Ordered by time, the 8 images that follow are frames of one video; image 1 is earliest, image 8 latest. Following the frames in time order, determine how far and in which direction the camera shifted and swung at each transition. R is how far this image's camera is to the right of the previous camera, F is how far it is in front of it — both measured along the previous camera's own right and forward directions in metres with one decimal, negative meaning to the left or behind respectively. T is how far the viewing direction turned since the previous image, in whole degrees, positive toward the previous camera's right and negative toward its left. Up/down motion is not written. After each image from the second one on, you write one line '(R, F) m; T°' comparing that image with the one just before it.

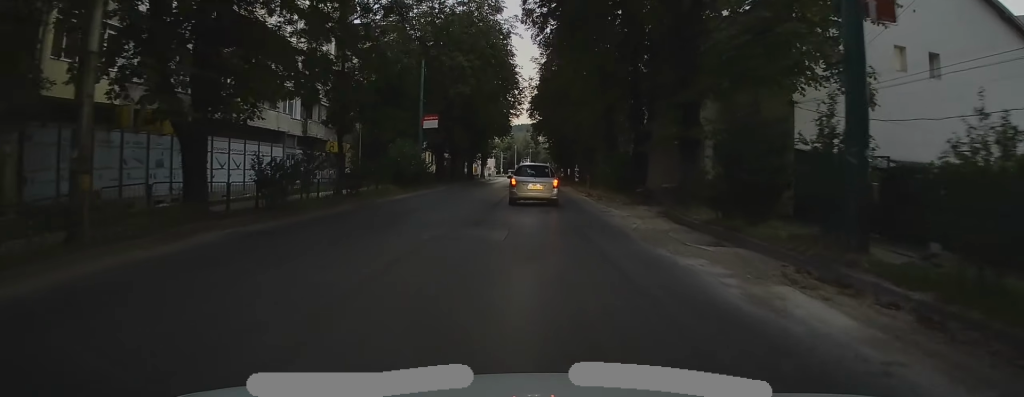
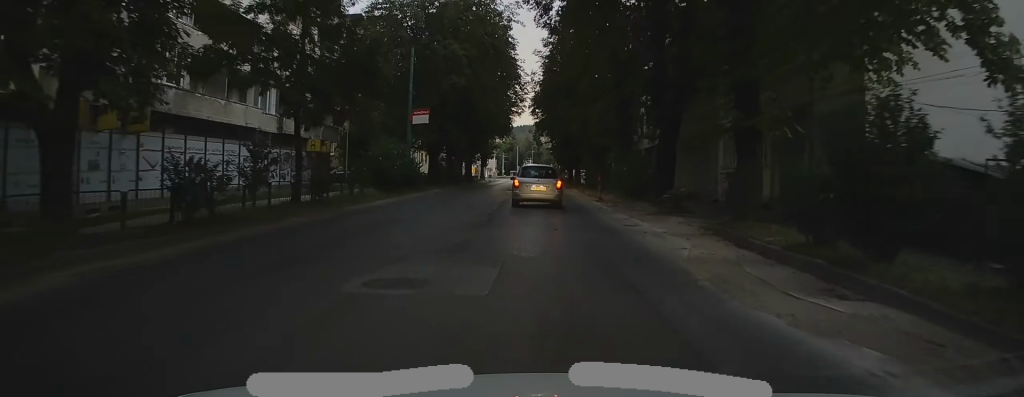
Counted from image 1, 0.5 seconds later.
(+0.1, +4.9) m; +2°
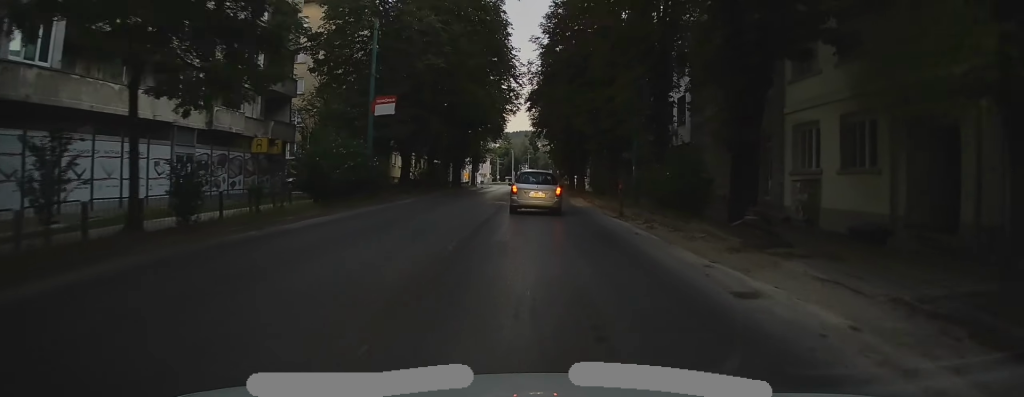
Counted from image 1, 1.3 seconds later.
(+0.2, +8.8) m; +1°
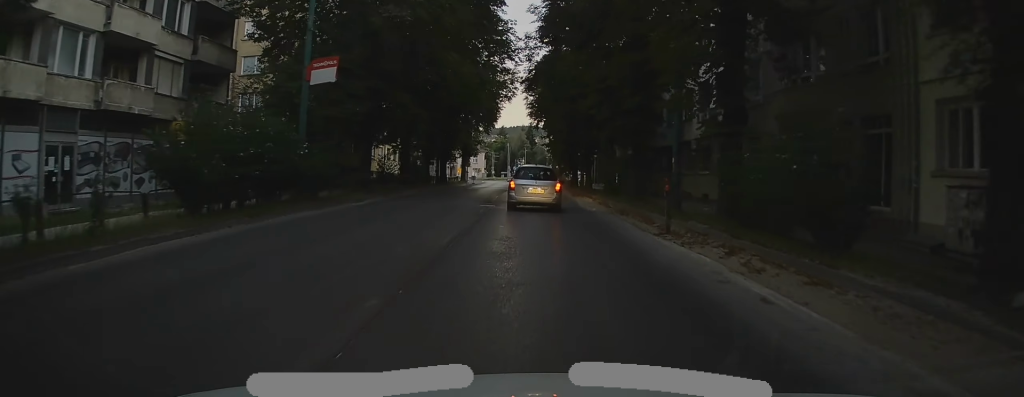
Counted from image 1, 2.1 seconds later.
(0.0, +8.8) m; 0°
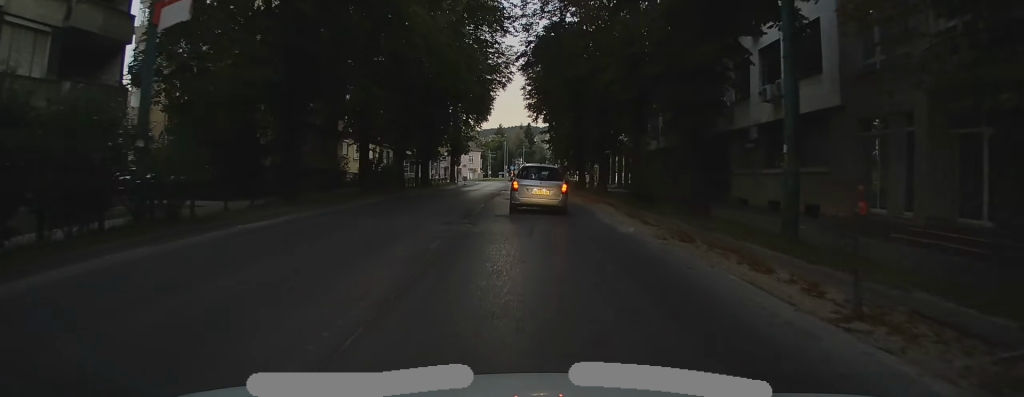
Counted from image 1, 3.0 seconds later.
(-0.1, +9.5) m; 0°
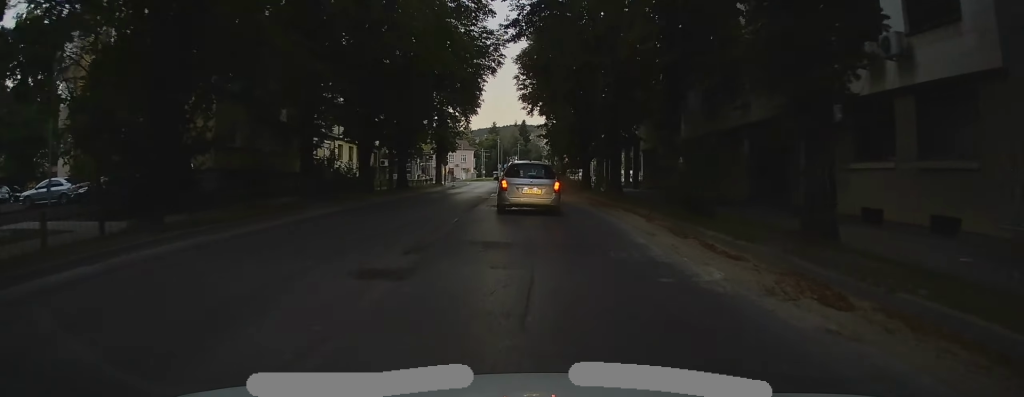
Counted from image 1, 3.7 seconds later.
(0.0, +7.3) m; +2°
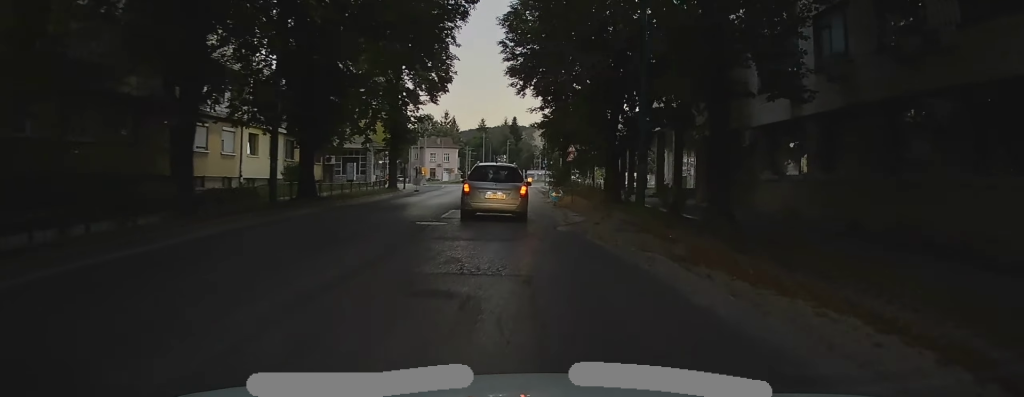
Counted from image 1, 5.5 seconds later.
(+0.7, +17.4) m; +2°
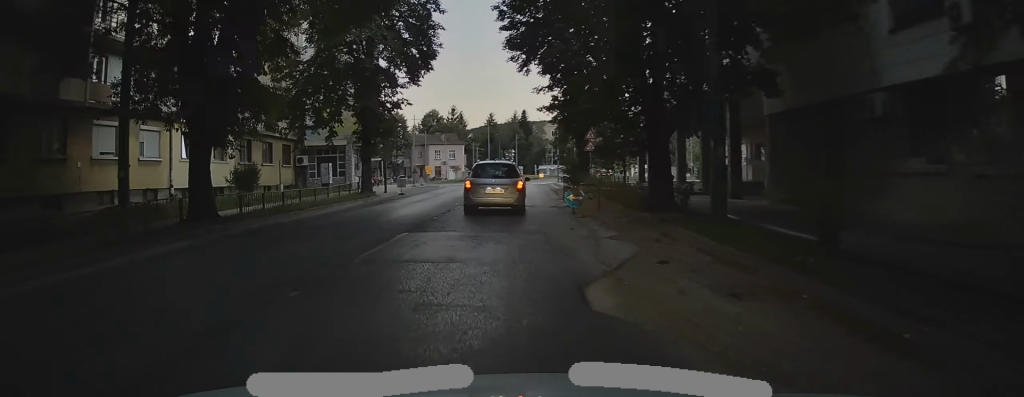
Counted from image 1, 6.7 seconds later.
(-0.2, +9.6) m; -2°
